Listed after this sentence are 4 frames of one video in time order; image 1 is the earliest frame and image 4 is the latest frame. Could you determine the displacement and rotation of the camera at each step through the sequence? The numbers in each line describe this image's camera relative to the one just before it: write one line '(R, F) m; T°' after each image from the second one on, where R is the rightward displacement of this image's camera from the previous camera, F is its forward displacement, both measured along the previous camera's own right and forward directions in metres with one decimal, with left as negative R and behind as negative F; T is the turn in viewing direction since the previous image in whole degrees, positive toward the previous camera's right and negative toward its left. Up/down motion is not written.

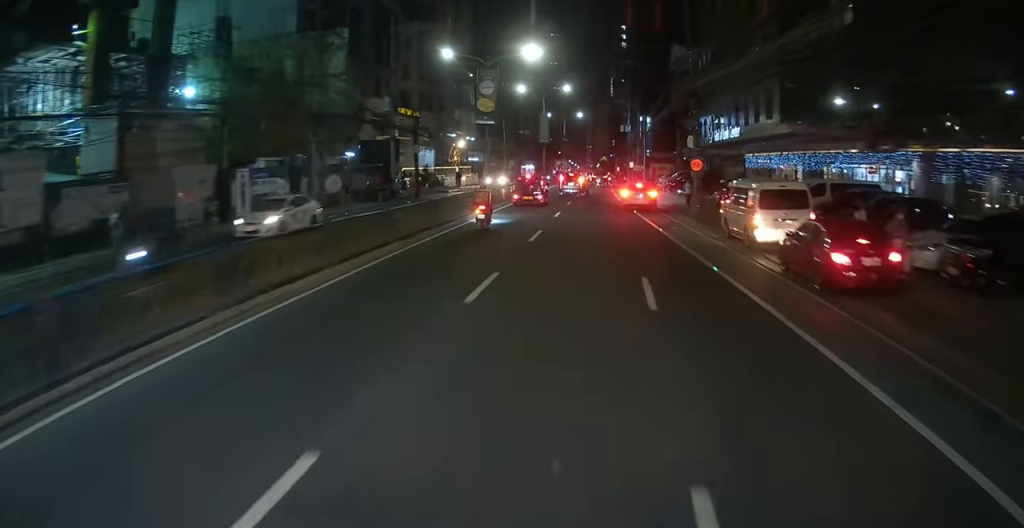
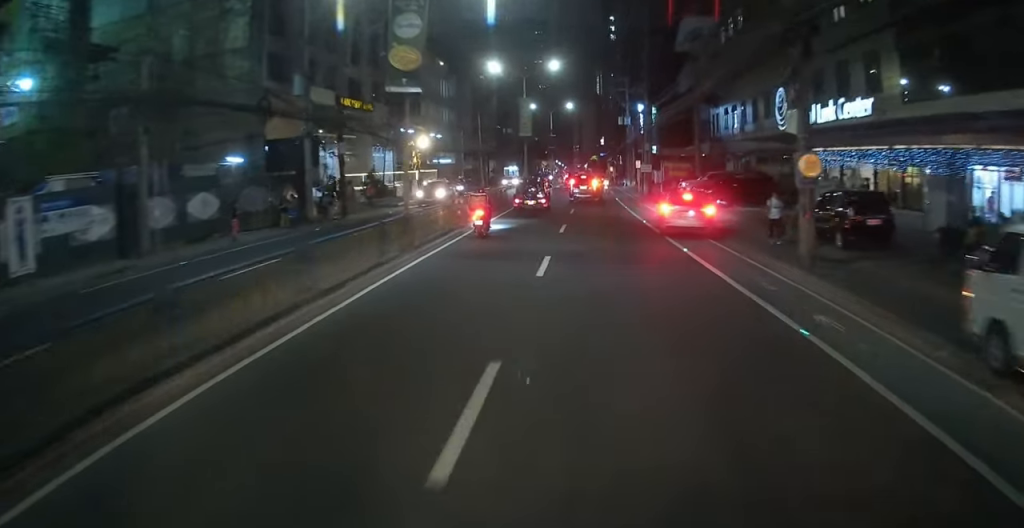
(+0.4, +14.3) m; +3°
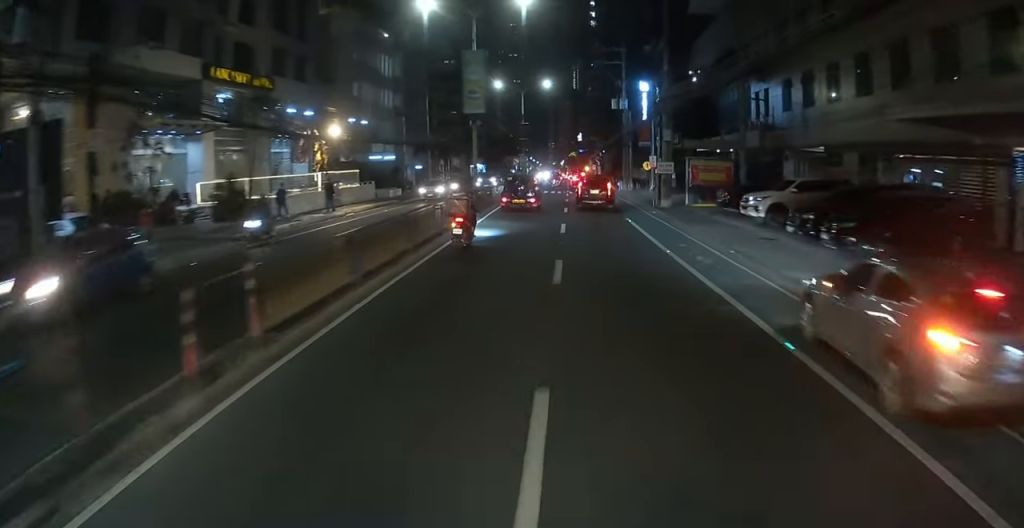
(+1.3, +17.9) m; +3°
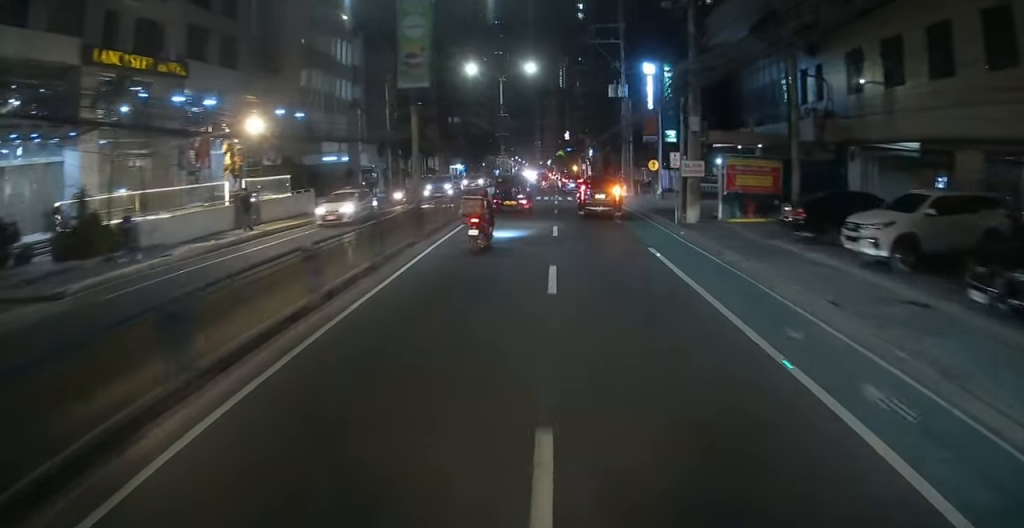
(-0.6, +9.0) m; -3°
